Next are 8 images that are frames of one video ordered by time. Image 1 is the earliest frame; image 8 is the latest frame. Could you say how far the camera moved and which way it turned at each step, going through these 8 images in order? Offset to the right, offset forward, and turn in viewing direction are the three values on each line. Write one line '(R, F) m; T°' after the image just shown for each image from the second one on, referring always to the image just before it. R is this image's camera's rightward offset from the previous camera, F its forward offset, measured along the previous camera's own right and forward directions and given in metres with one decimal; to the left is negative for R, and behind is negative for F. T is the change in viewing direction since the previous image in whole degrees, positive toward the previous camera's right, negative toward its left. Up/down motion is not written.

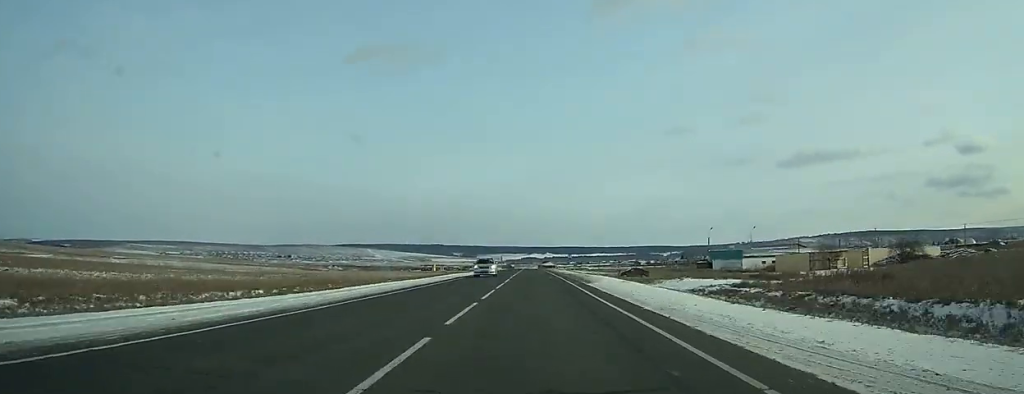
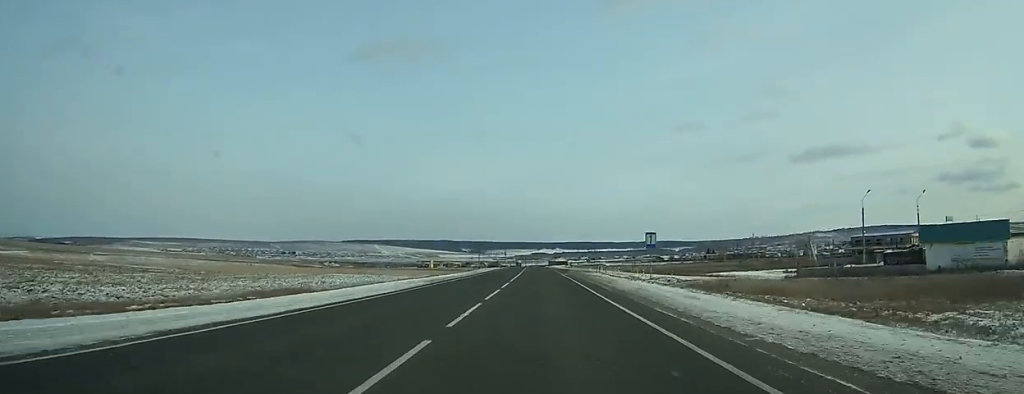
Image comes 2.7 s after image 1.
(+0.1, +67.1) m; 0°
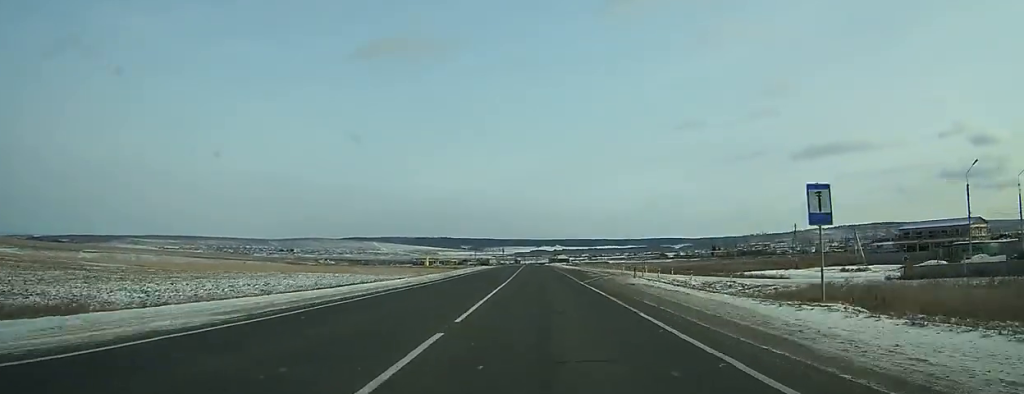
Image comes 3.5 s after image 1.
(0.0, +21.6) m; 0°
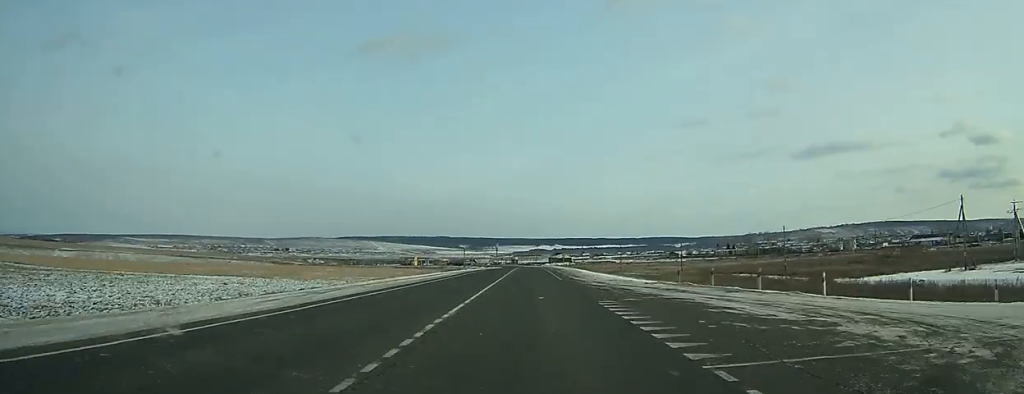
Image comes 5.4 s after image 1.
(-0.2, +49.6) m; -1°
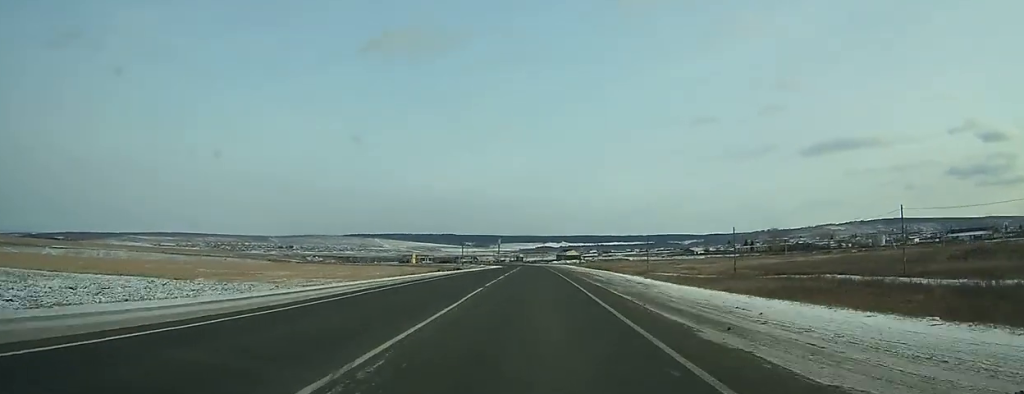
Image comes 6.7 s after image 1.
(-0.3, +33.2) m; 0°
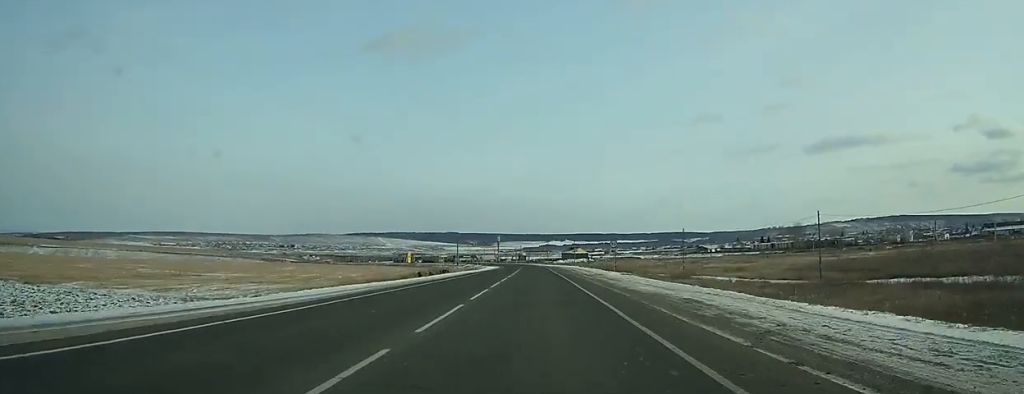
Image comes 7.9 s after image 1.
(-0.1, +31.0) m; 0°
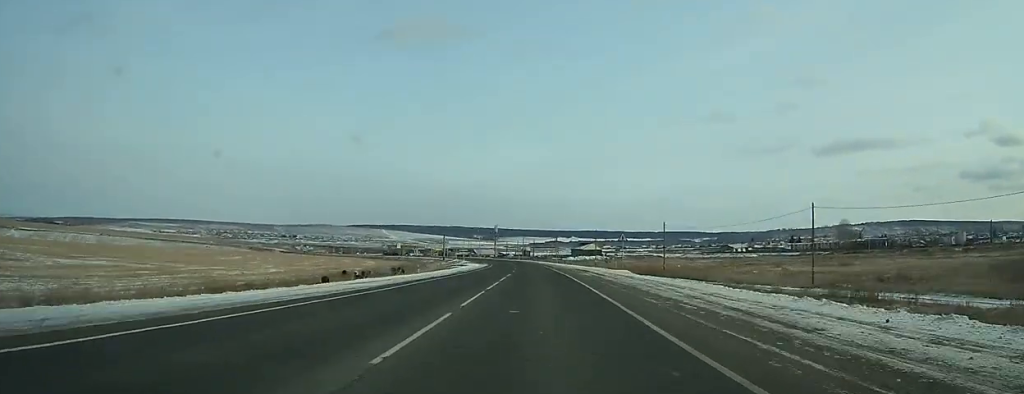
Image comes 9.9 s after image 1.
(-0.2, +48.5) m; 0°
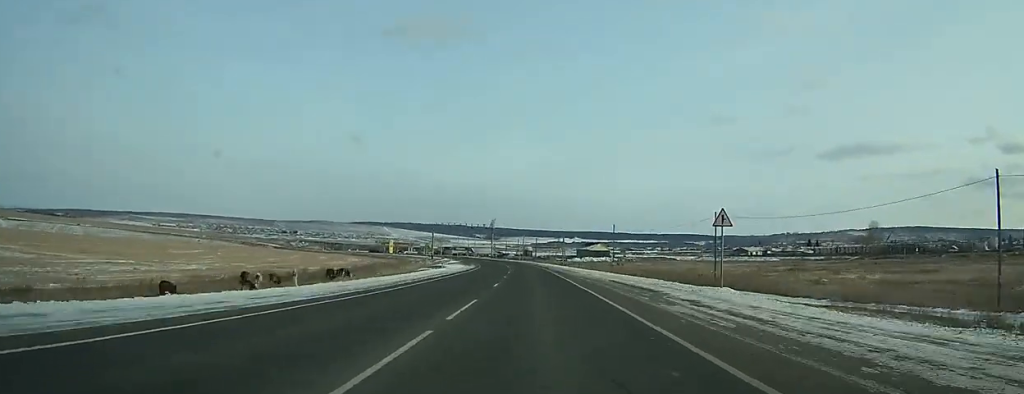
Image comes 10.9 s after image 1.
(+0.1, +24.0) m; 0°
